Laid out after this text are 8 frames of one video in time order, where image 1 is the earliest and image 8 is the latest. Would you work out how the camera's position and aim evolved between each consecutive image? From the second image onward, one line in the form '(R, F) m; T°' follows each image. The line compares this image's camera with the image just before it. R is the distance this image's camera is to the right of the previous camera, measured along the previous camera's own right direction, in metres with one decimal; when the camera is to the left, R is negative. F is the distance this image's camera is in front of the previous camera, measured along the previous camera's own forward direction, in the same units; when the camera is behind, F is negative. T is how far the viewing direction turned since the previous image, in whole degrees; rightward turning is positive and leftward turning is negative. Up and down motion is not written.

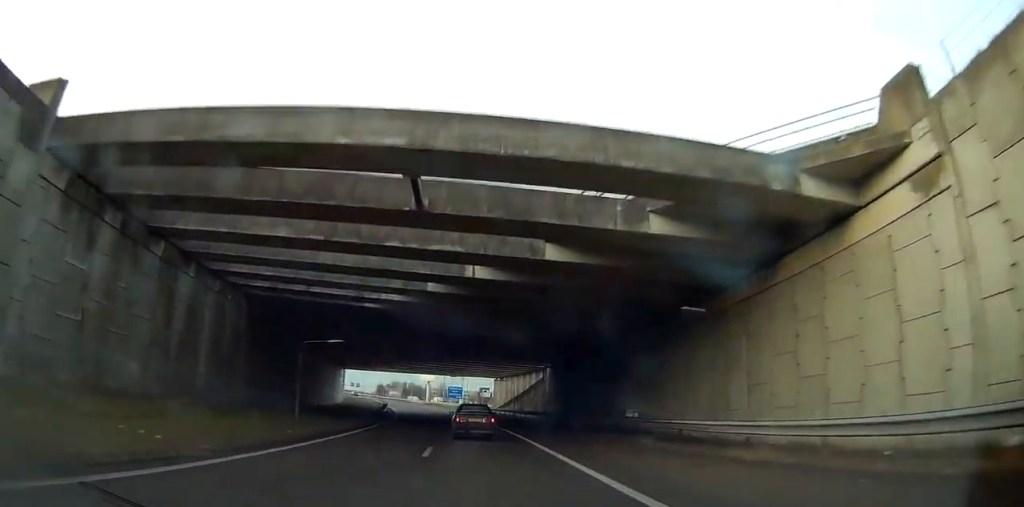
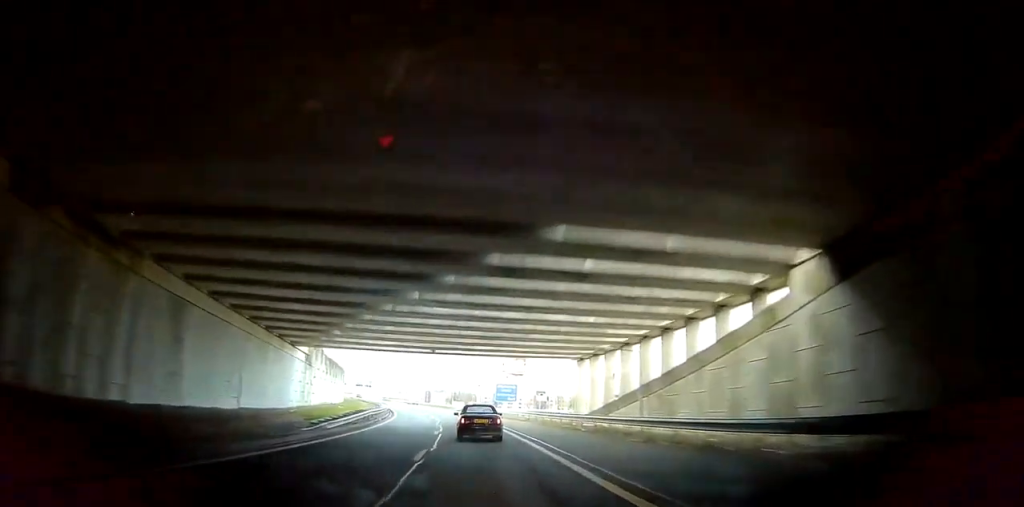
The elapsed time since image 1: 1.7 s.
(-1.5, +36.8) m; -5°
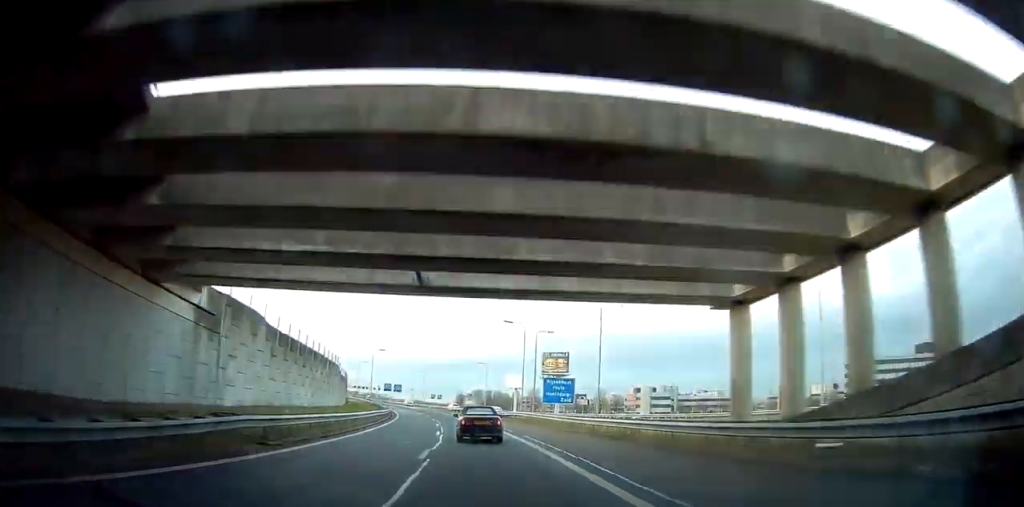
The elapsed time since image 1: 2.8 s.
(-1.1, +23.3) m; -5°
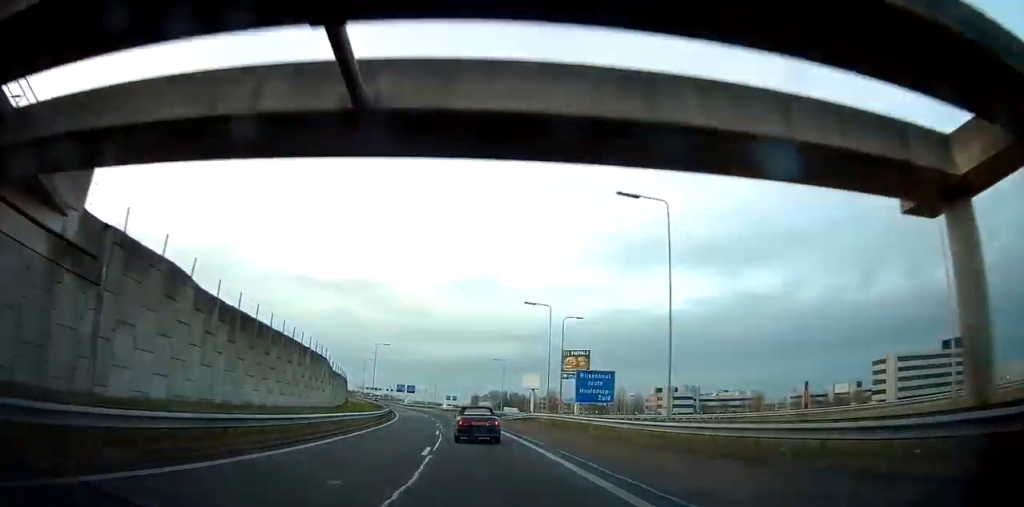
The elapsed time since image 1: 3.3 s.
(-0.3, +11.0) m; -2°
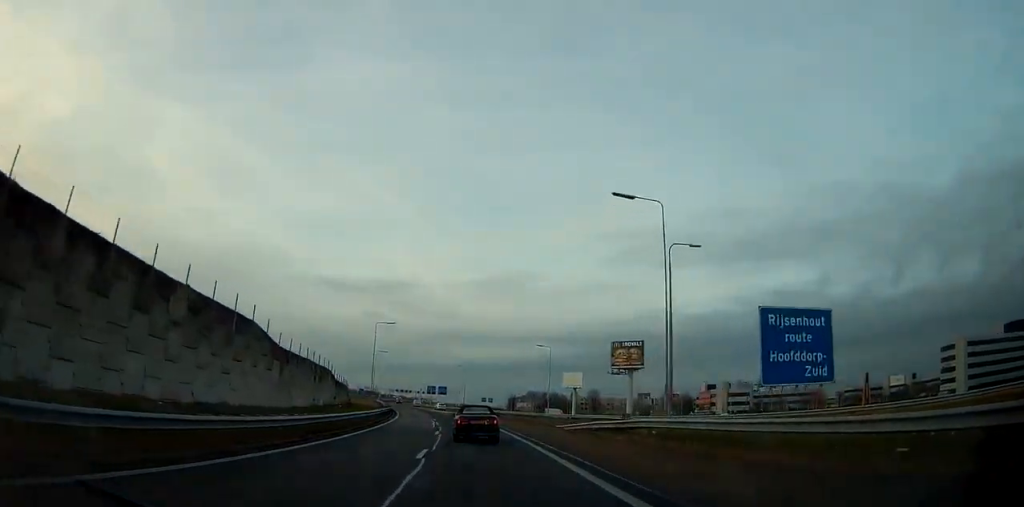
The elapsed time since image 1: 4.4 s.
(-0.6, +25.1) m; -3°
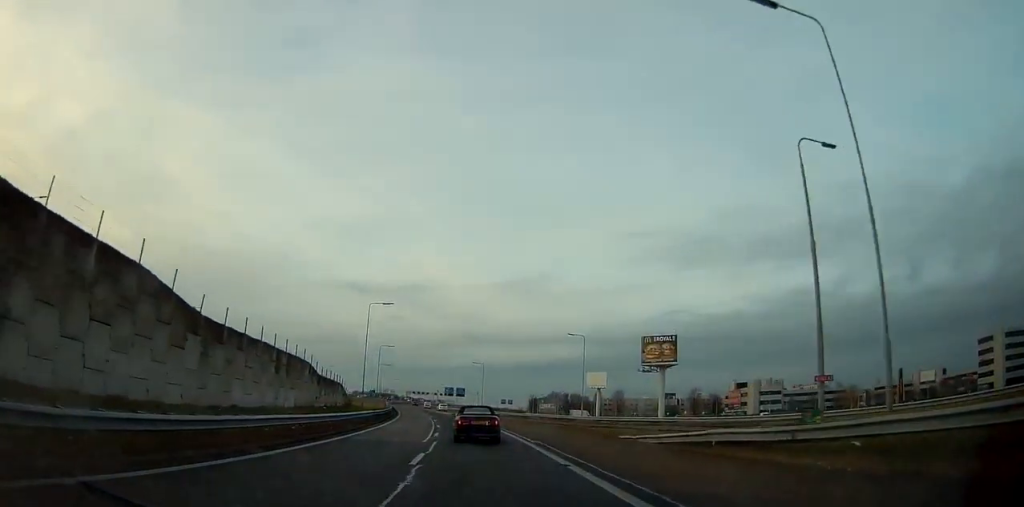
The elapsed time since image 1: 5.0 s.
(-0.2, +13.4) m; -2°
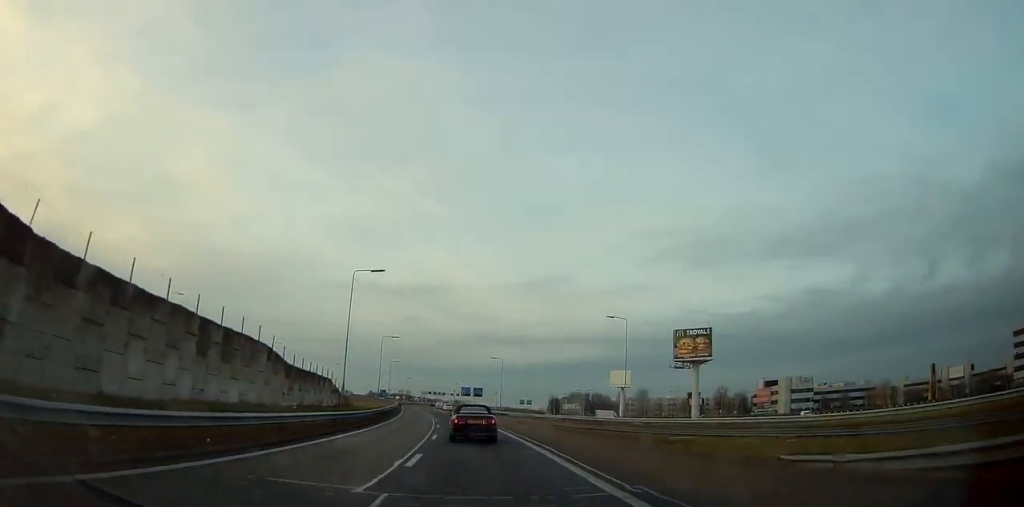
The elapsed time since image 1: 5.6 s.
(+0.1, +12.7) m; -2°
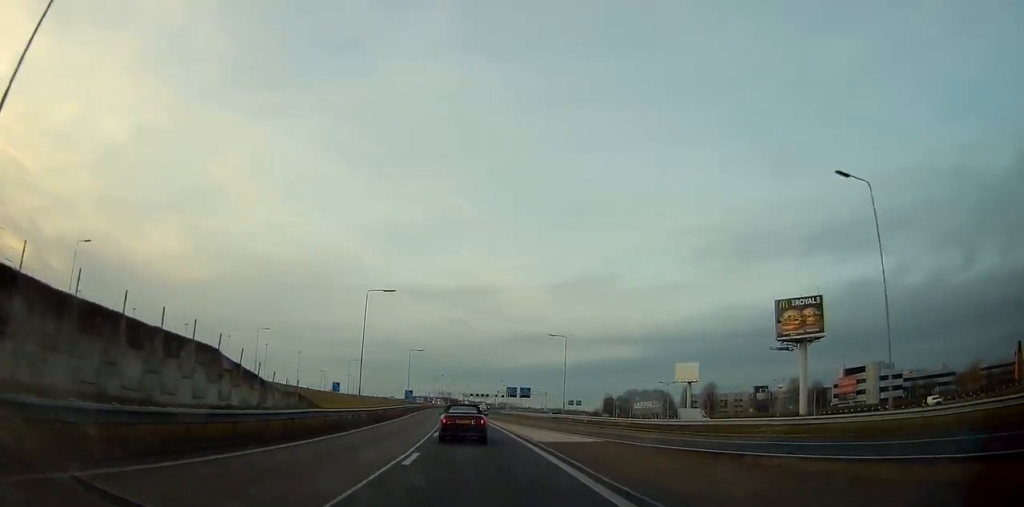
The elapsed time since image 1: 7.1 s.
(-2.0, +33.6) m; -6°
